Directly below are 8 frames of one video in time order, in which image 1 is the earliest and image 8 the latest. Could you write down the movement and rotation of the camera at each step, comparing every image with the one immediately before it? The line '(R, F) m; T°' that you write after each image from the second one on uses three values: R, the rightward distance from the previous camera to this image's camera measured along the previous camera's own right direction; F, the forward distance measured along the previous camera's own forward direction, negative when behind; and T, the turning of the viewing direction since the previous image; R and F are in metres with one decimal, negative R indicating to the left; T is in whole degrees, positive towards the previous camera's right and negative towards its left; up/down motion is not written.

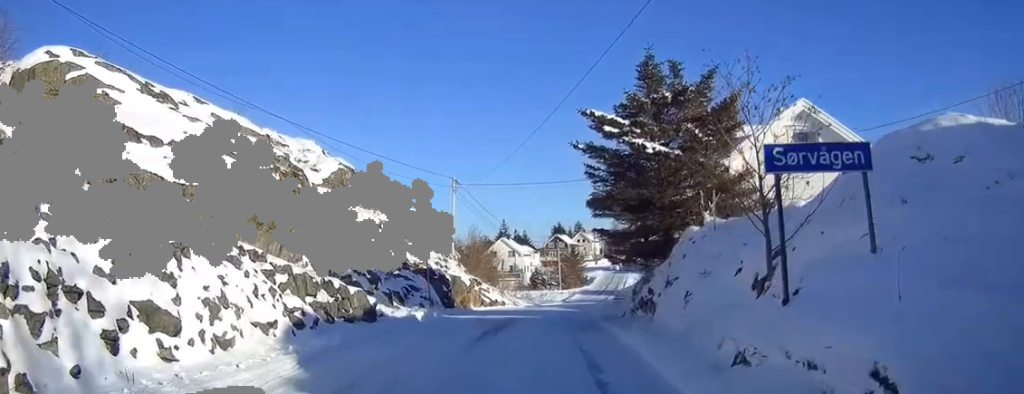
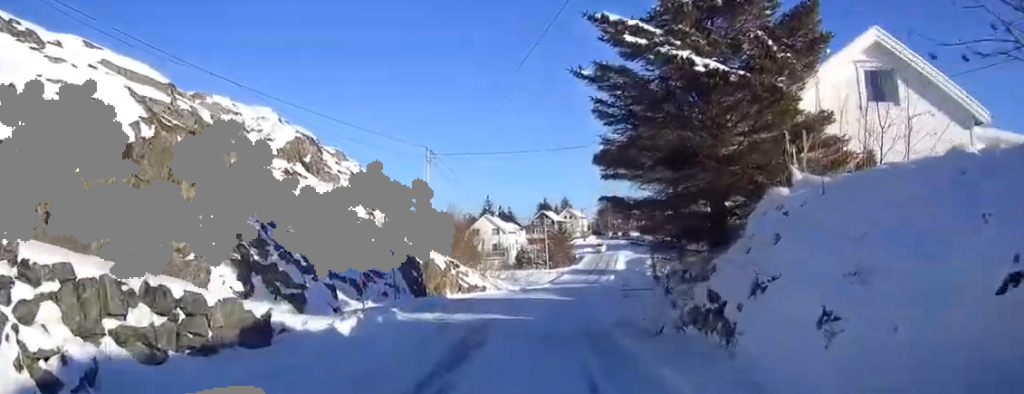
(+0.1, +7.0) m; +1°
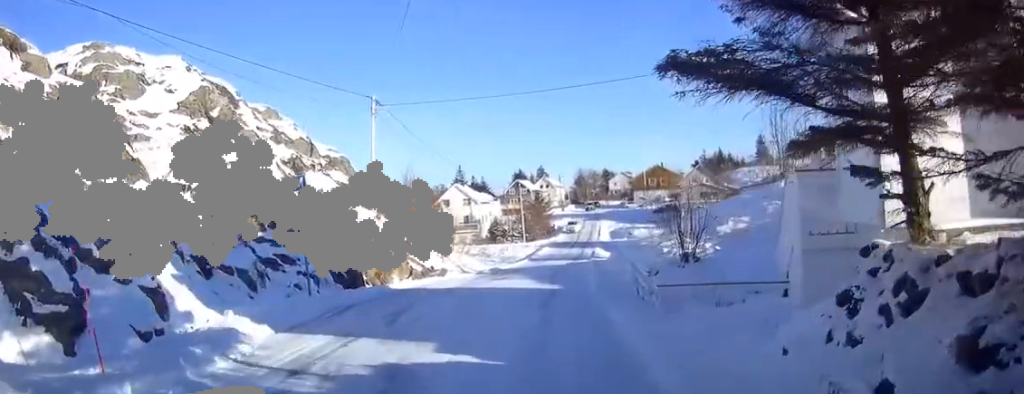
(+0.3, +10.1) m; +4°
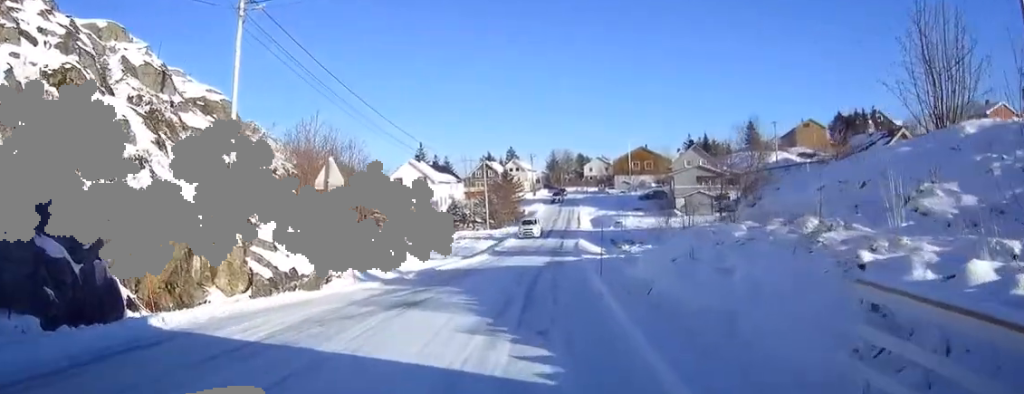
(+0.9, +16.8) m; +5°
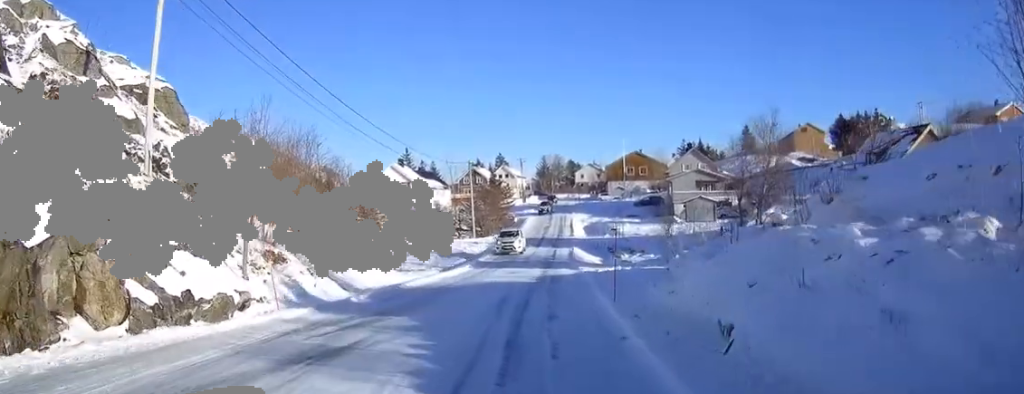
(+0.1, +5.5) m; 0°
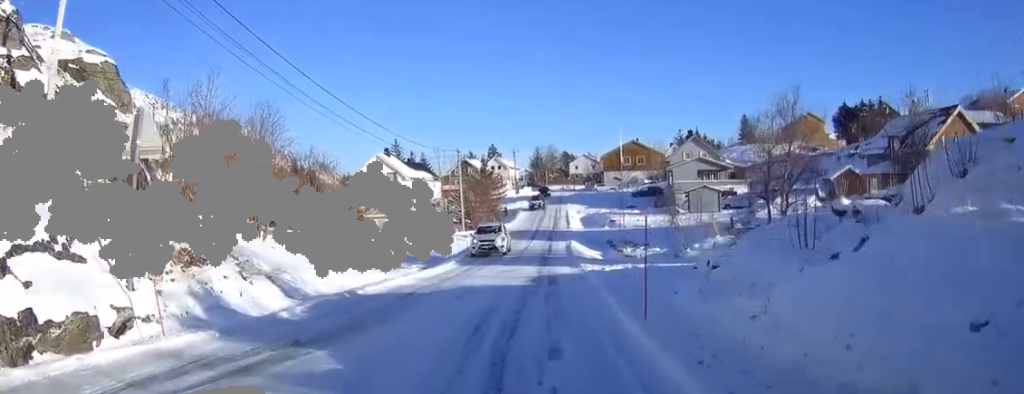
(0.0, +4.8) m; -1°
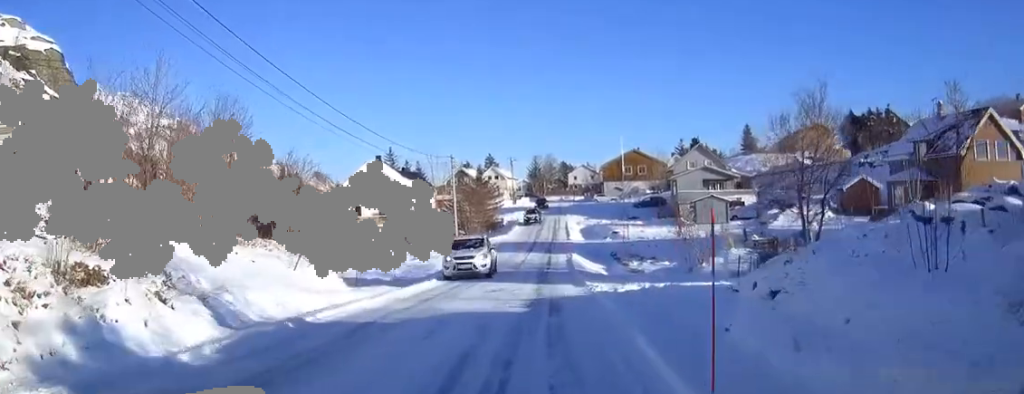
(0.0, +3.9) m; -1°
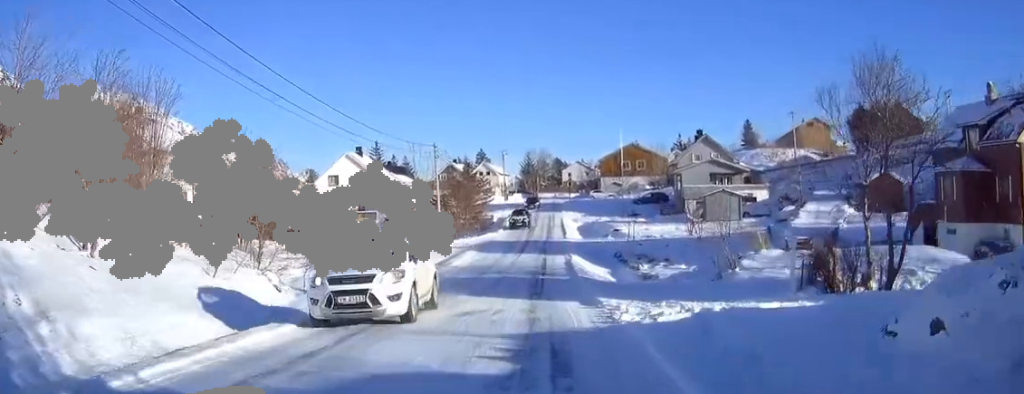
(-0.2, +6.9) m; -1°
